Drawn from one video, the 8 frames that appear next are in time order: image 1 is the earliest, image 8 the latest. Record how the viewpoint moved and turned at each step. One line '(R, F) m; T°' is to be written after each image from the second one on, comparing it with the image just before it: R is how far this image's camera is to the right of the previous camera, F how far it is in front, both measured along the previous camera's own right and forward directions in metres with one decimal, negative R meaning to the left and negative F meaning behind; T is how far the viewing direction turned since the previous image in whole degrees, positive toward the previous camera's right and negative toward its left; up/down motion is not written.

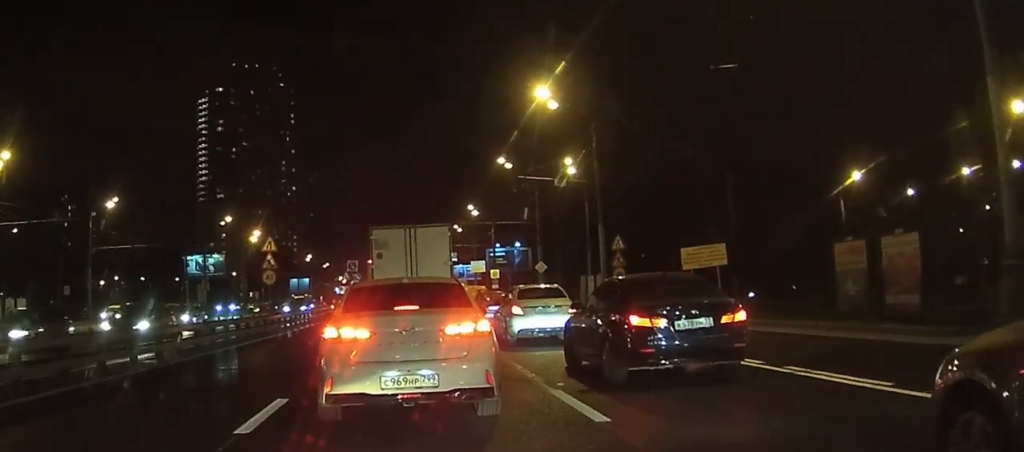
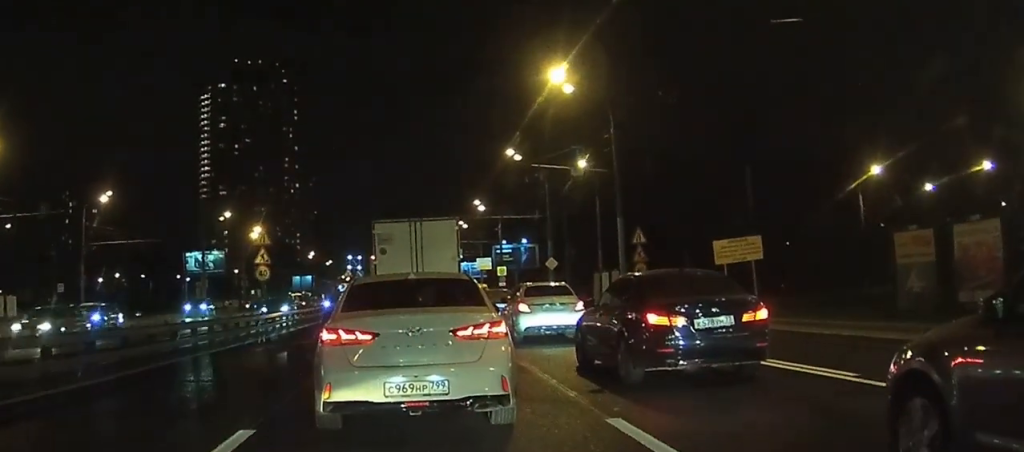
(0.0, +3.9) m; +1°
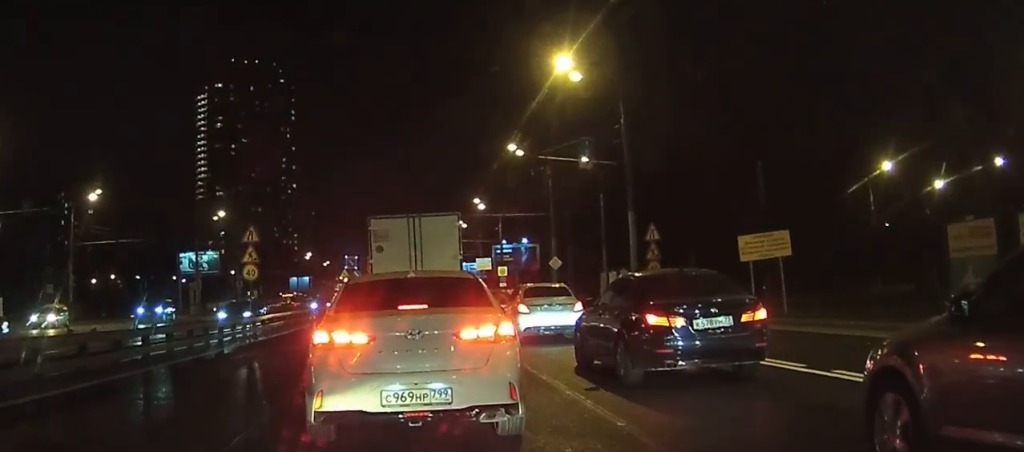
(+0.1, +3.2) m; +2°
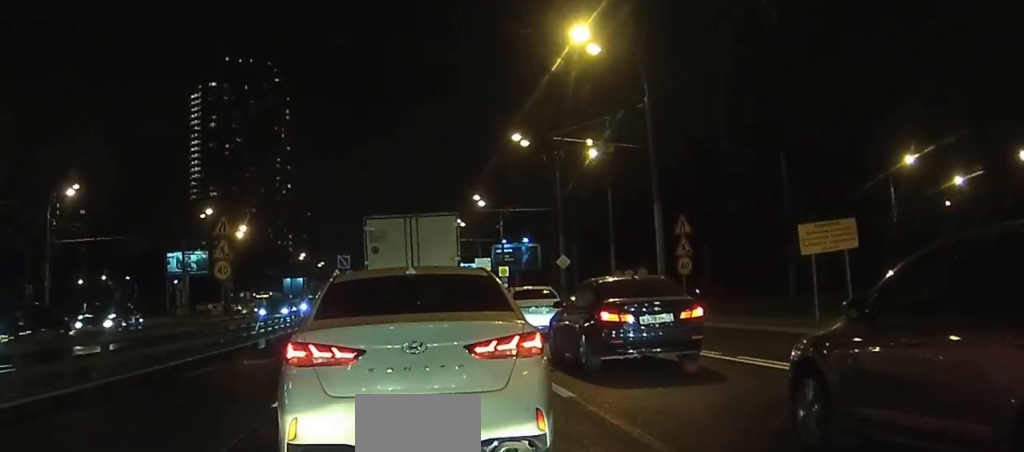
(+0.1, +6.2) m; +1°
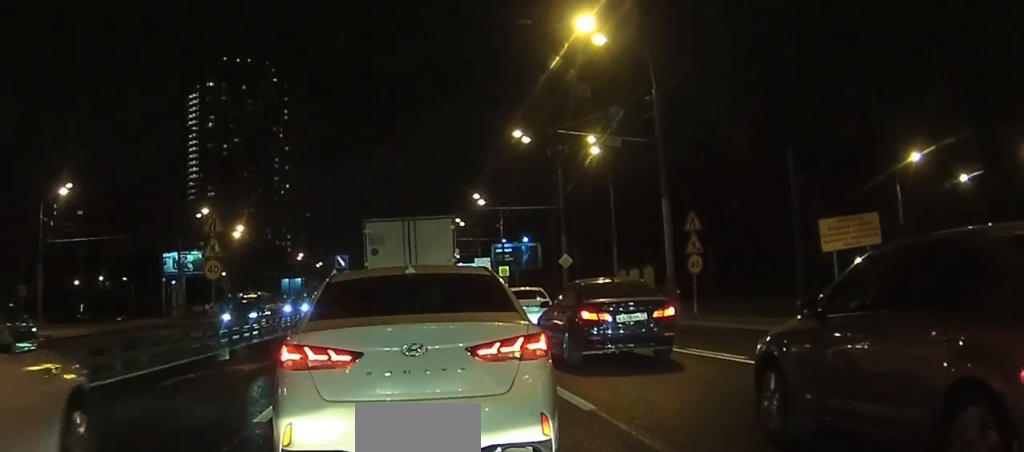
(0.0, +2.0) m; +1°
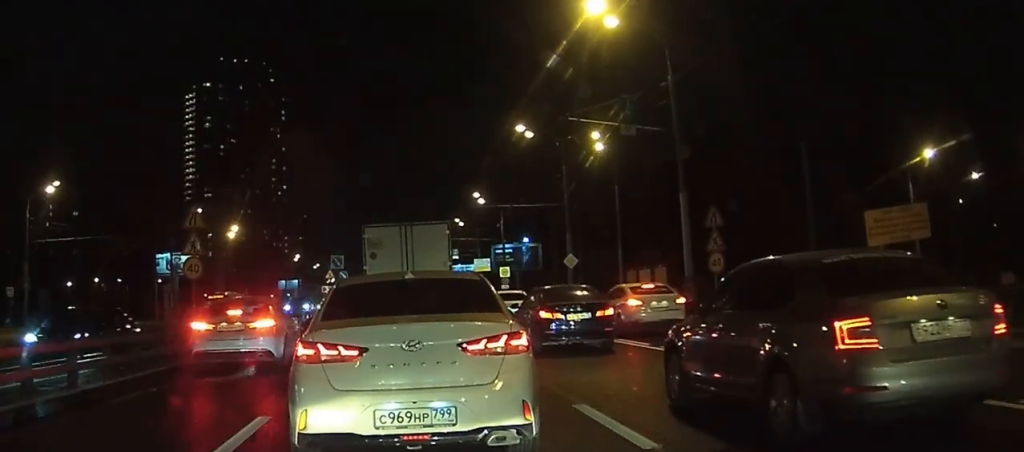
(0.0, +4.2) m; 0°
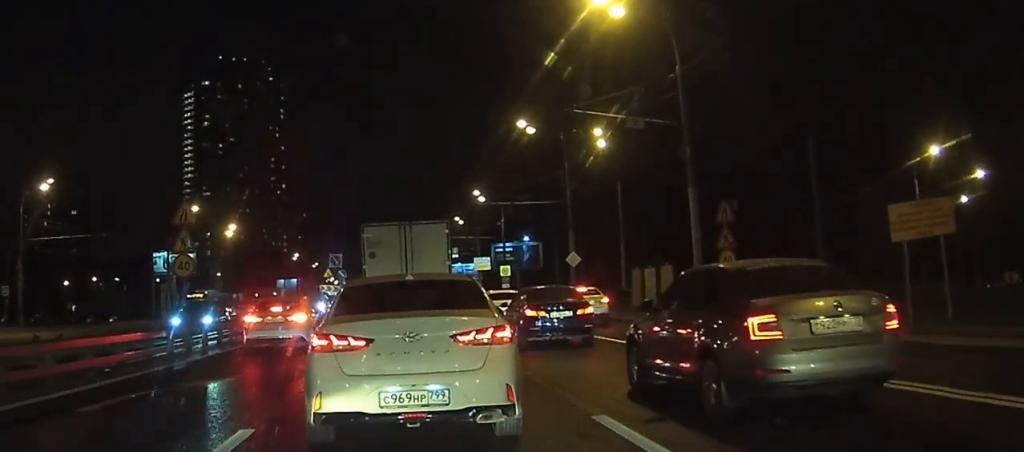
(0.0, +1.9) m; -2°
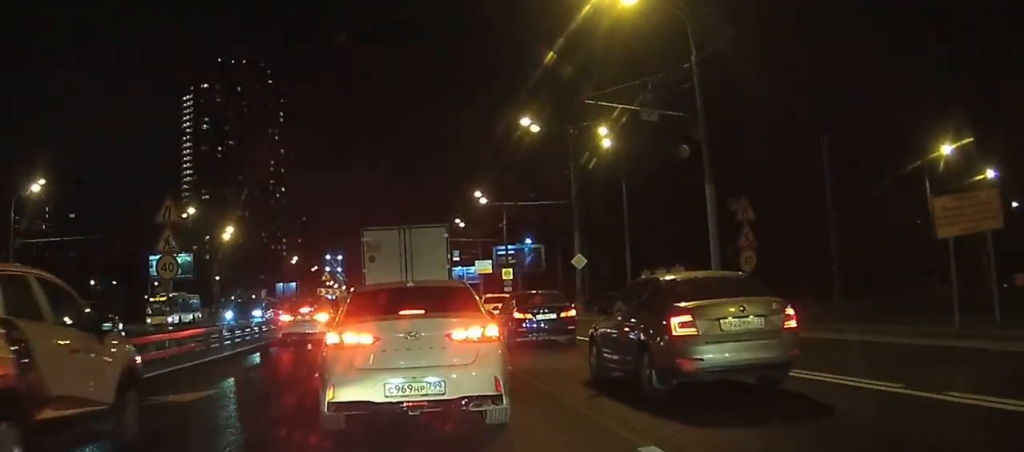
(-0.1, +2.7) m; -2°
